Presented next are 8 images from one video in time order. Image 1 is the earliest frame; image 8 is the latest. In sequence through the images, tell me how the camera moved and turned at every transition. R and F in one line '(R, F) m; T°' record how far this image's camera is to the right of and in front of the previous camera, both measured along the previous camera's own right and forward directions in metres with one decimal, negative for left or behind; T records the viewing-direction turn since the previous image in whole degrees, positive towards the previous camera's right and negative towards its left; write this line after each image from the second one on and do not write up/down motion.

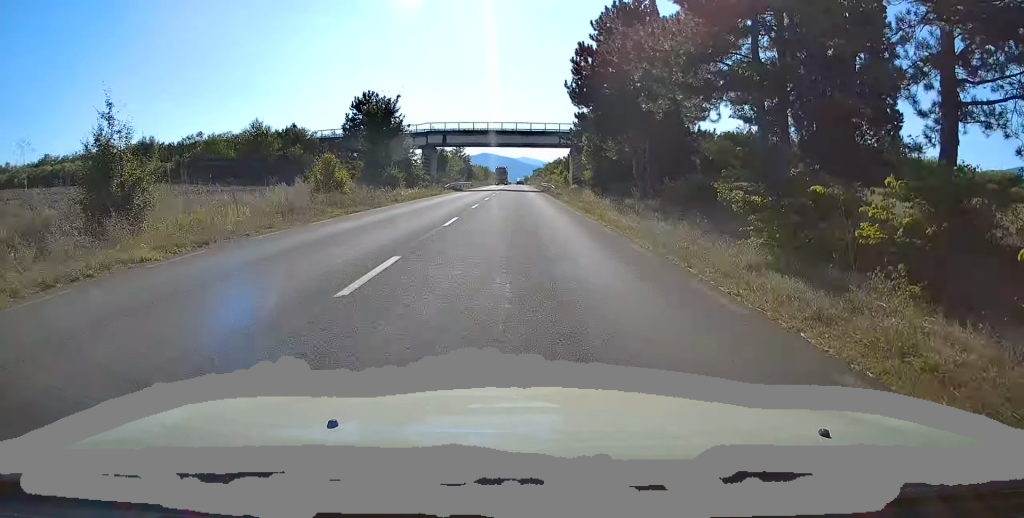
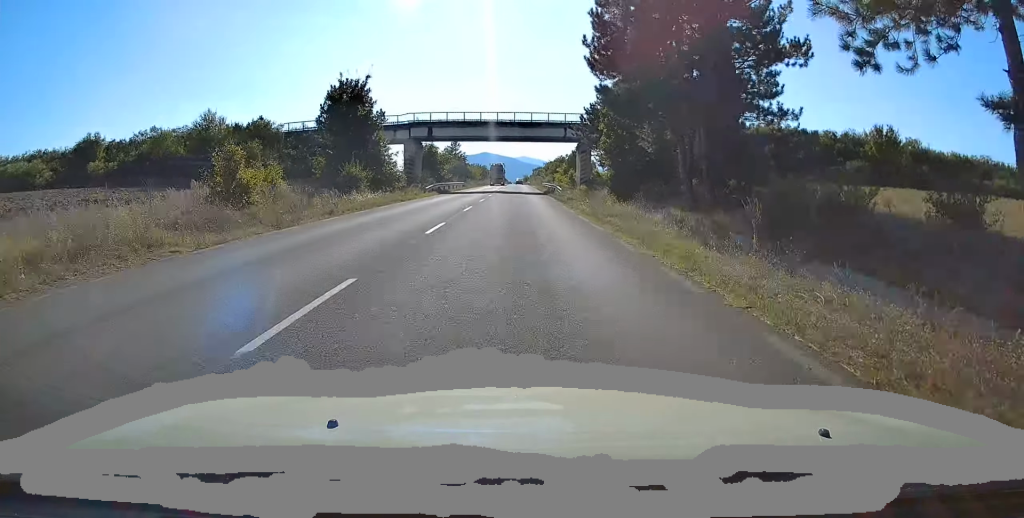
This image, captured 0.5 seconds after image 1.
(+0.1, +11.1) m; -1°
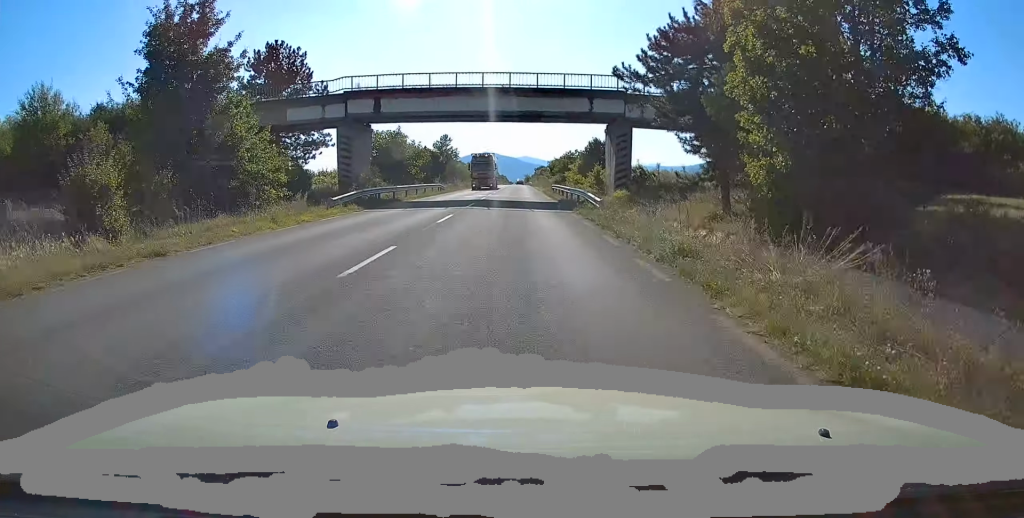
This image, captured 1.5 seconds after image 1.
(-0.5, +23.7) m; 0°
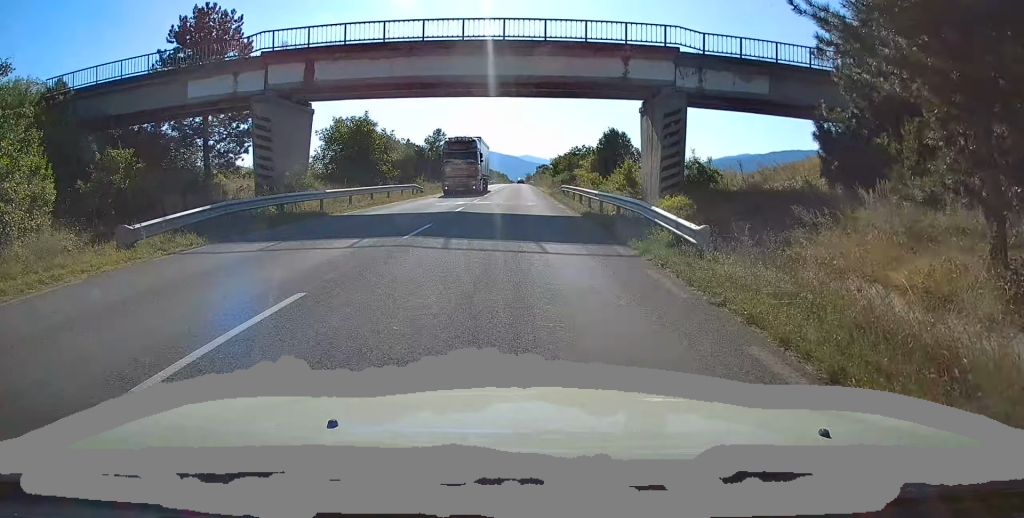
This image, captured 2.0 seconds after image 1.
(+0.3, +13.3) m; 0°
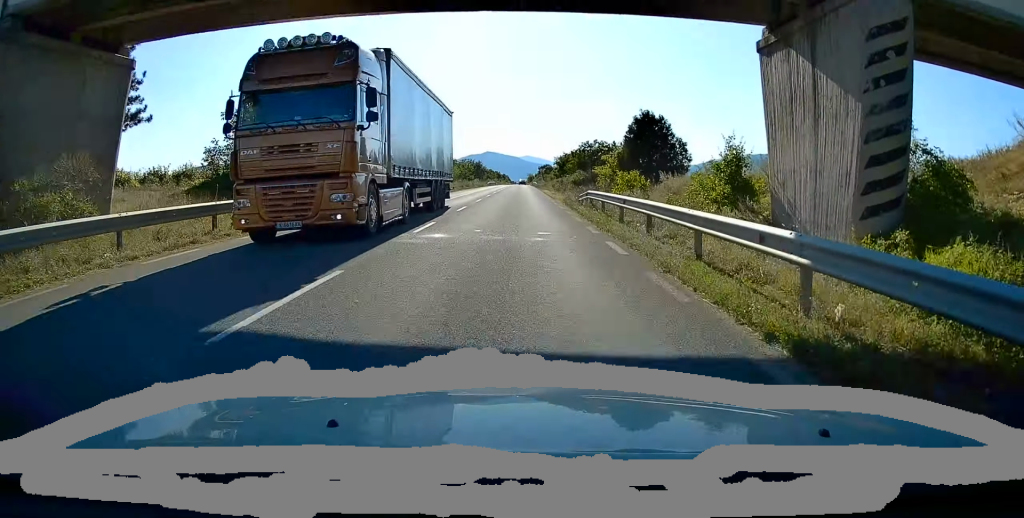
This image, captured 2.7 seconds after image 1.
(+0.1, +16.4) m; 0°
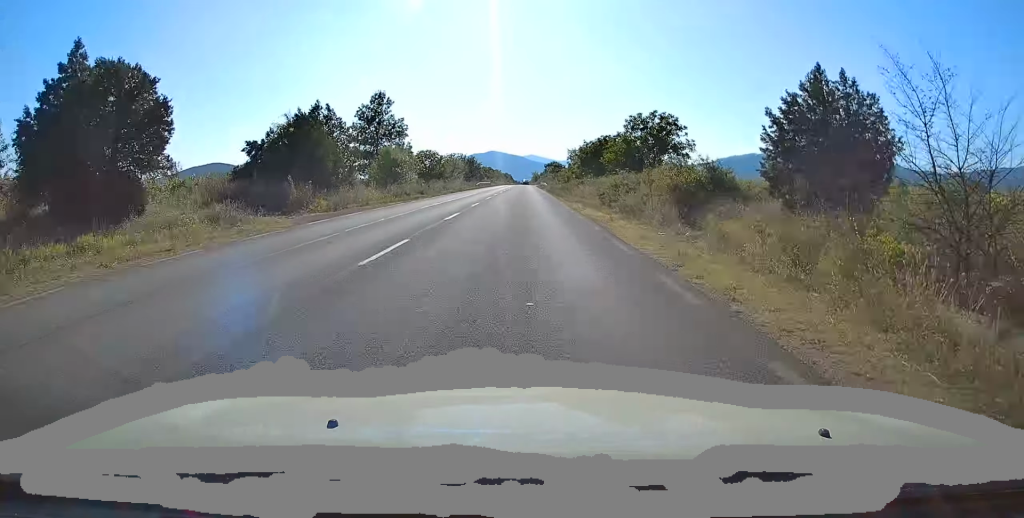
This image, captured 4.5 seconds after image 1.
(-0.5, +40.6) m; 0°
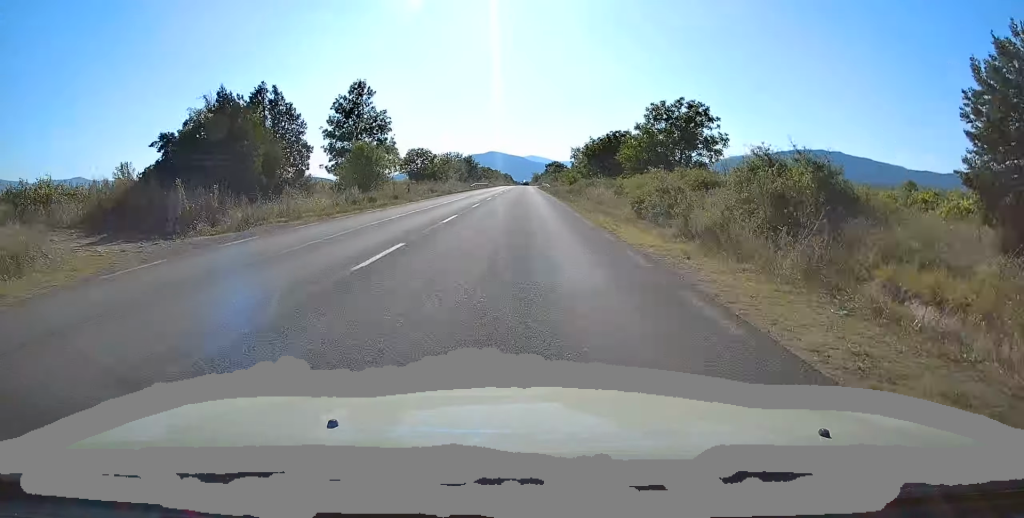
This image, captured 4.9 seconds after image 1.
(+0.2, +9.4) m; 0°
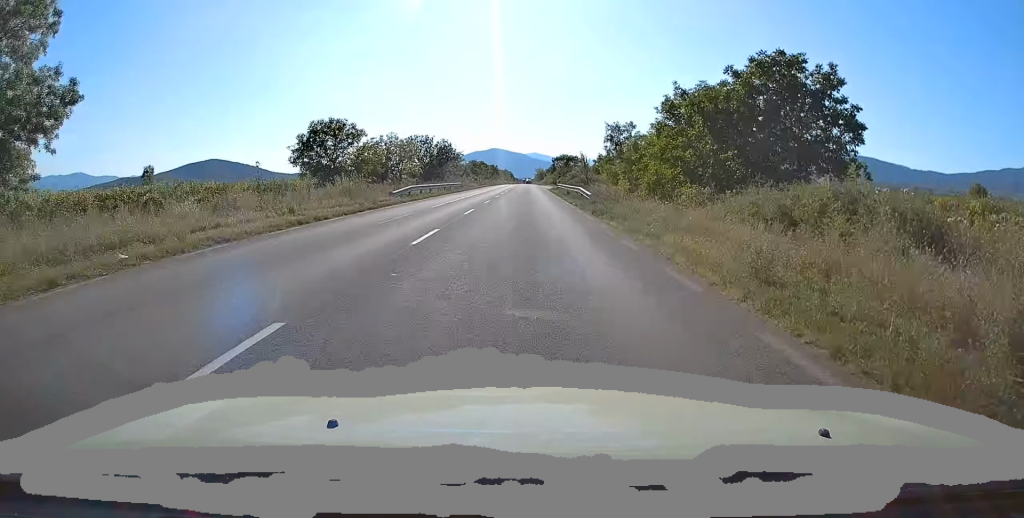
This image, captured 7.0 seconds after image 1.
(-0.4, +50.8) m; 0°
